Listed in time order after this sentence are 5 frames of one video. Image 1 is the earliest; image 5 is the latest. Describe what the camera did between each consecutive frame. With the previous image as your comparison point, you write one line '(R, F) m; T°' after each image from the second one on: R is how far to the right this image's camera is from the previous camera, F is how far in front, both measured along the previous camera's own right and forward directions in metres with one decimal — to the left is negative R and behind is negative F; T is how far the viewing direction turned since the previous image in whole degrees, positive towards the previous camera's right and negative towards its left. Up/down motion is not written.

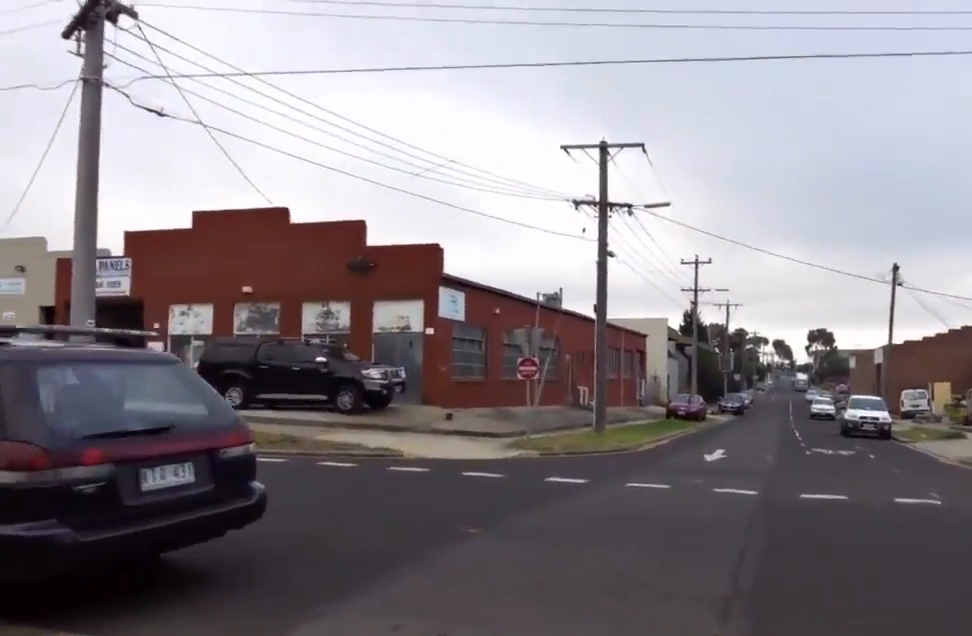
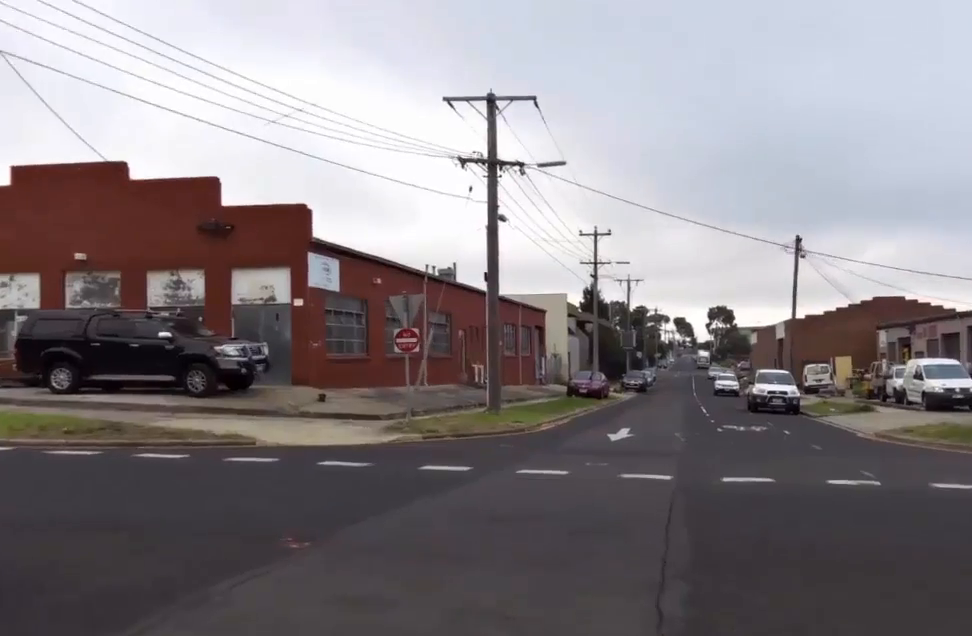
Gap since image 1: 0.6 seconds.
(0.0, +2.1) m; +4°
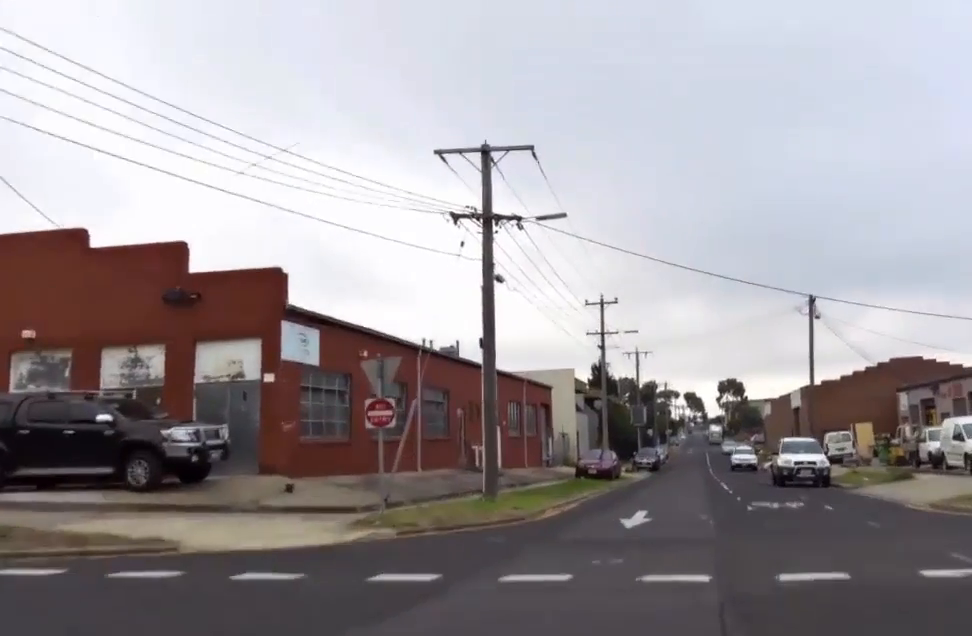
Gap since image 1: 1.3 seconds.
(-0.1, +2.5) m; +14°
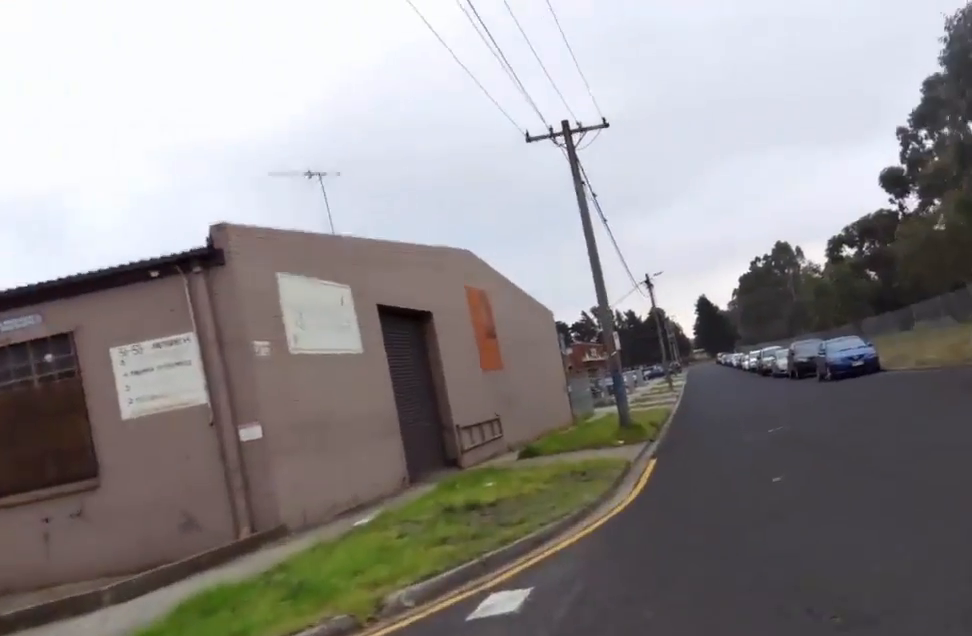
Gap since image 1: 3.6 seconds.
(+5.2, +5.1) m; +70°
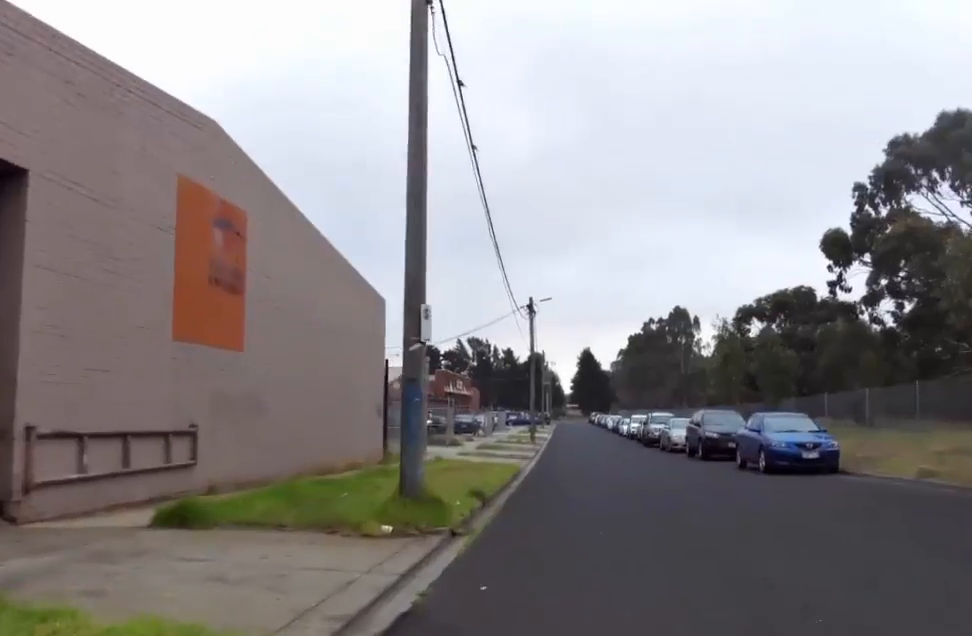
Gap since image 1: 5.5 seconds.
(+0.9, +9.2) m; +18°
